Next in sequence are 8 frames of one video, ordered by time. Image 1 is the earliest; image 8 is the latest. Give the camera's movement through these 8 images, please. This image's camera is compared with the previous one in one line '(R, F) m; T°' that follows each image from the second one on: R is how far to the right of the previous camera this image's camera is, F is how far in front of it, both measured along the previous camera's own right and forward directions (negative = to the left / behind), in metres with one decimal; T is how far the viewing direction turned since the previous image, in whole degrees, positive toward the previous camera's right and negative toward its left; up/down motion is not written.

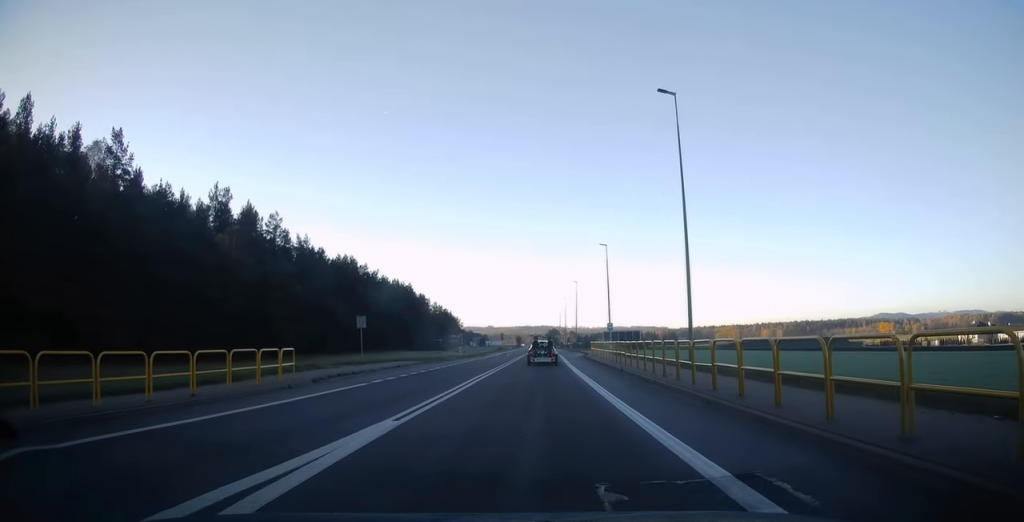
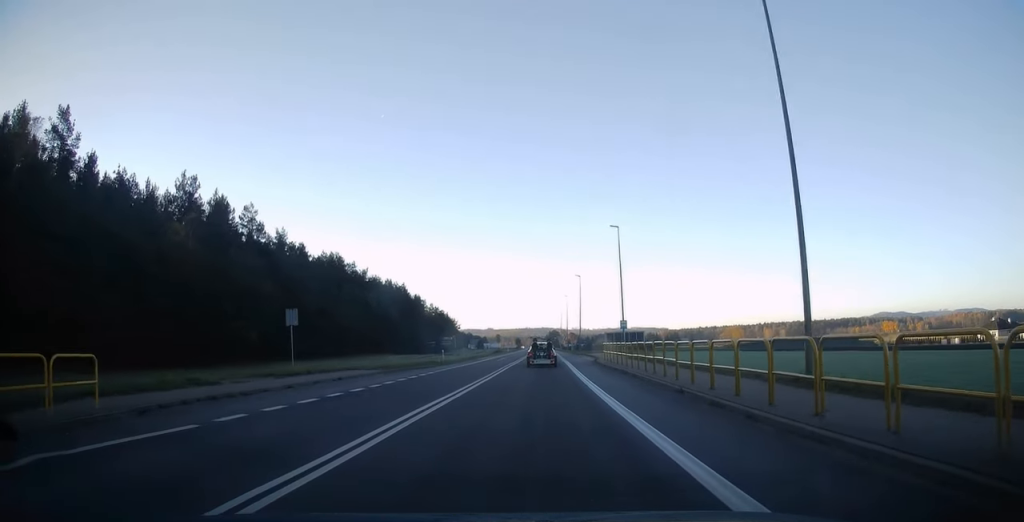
(-0.1, +11.0) m; 0°
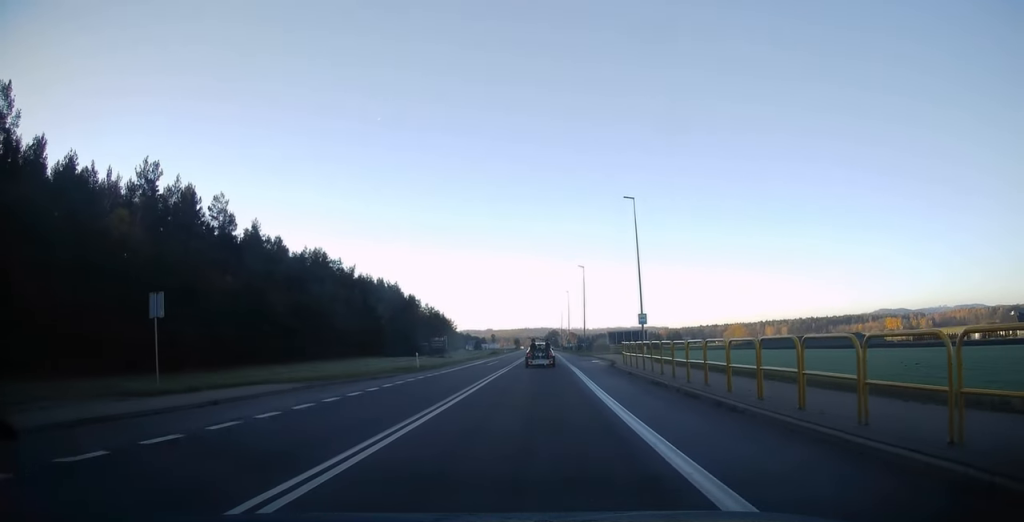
(0.0, +10.6) m; 0°
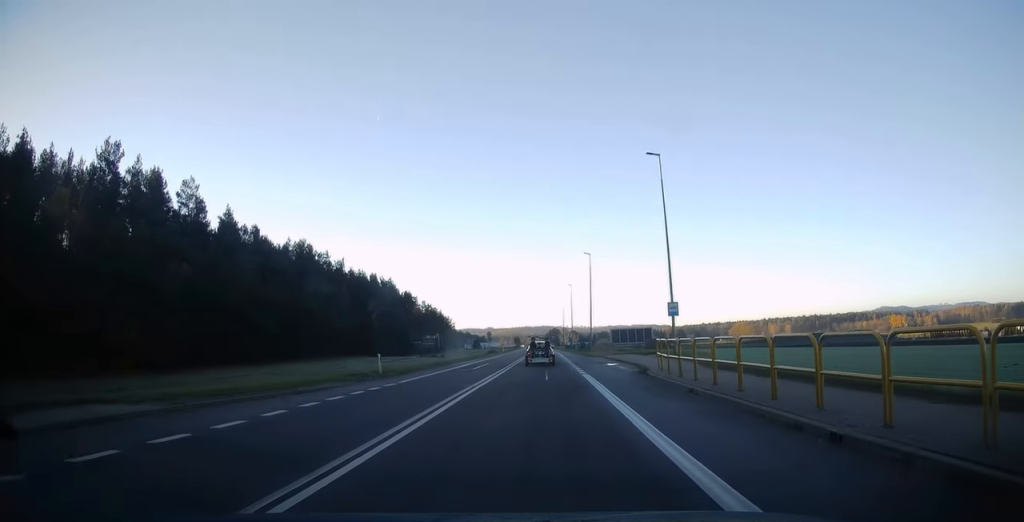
(0.0, +9.9) m; 0°
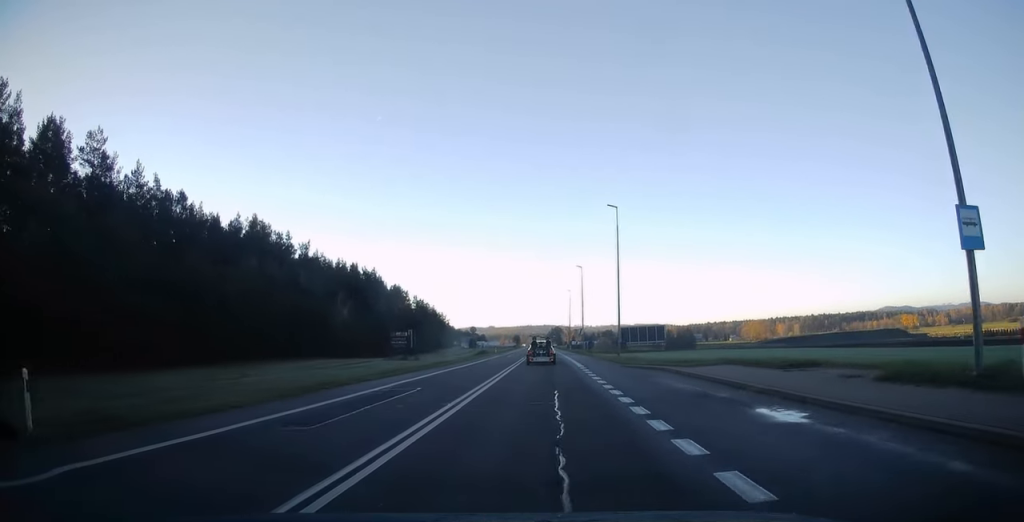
(0.0, +24.1) m; 0°
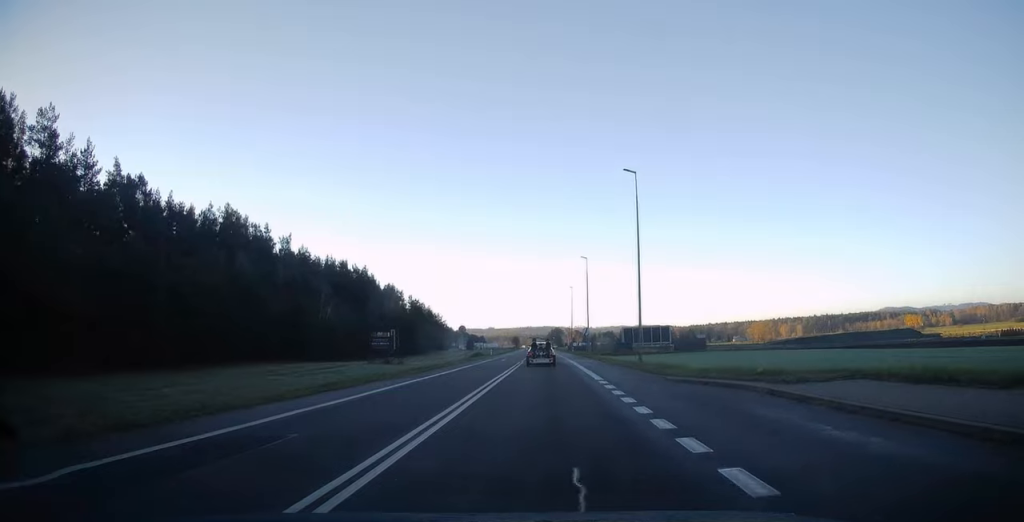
(0.0, +9.9) m; 0°
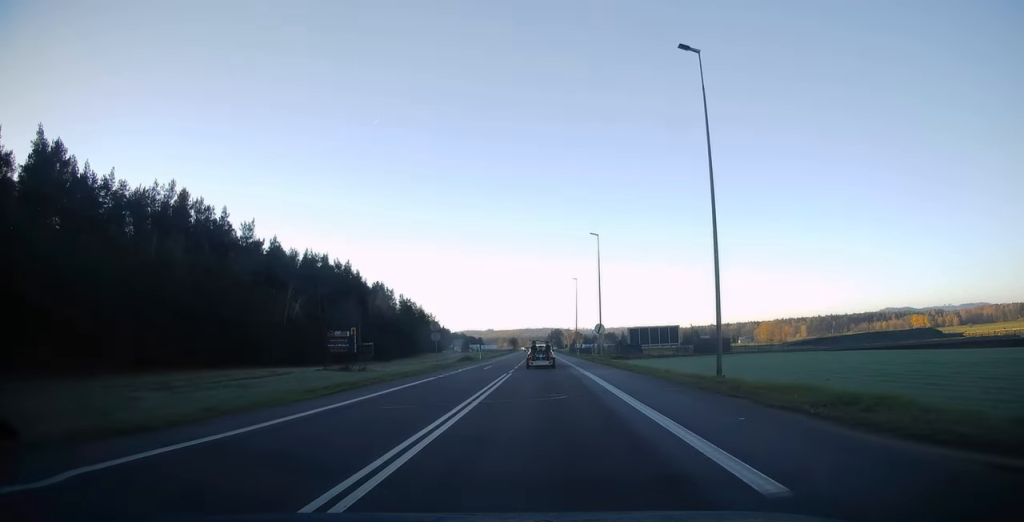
(-0.1, +16.1) m; 0°
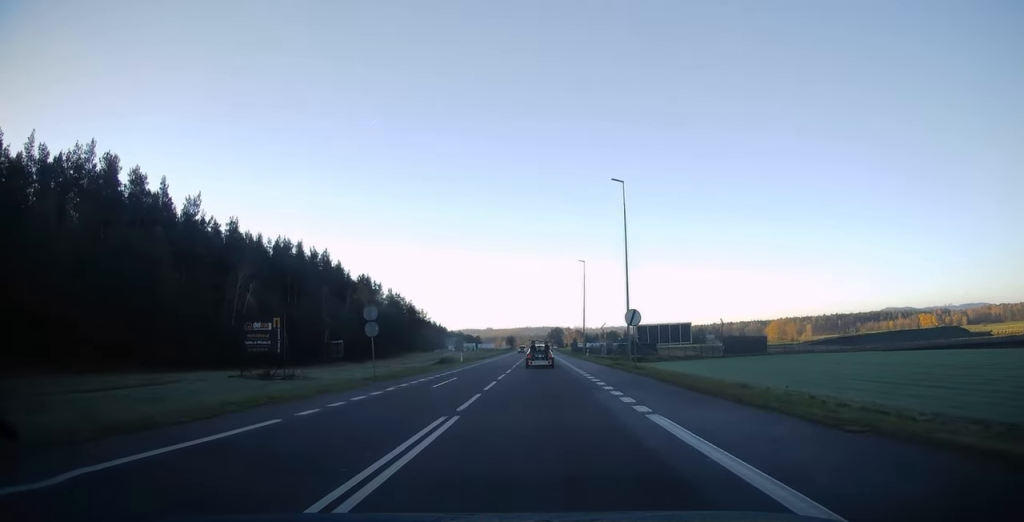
(+0.1, +18.2) m; 0°
